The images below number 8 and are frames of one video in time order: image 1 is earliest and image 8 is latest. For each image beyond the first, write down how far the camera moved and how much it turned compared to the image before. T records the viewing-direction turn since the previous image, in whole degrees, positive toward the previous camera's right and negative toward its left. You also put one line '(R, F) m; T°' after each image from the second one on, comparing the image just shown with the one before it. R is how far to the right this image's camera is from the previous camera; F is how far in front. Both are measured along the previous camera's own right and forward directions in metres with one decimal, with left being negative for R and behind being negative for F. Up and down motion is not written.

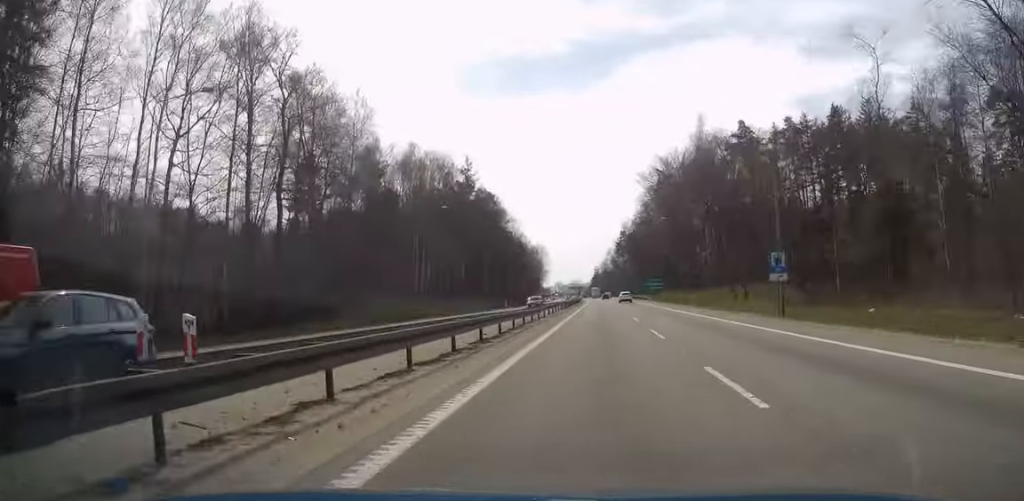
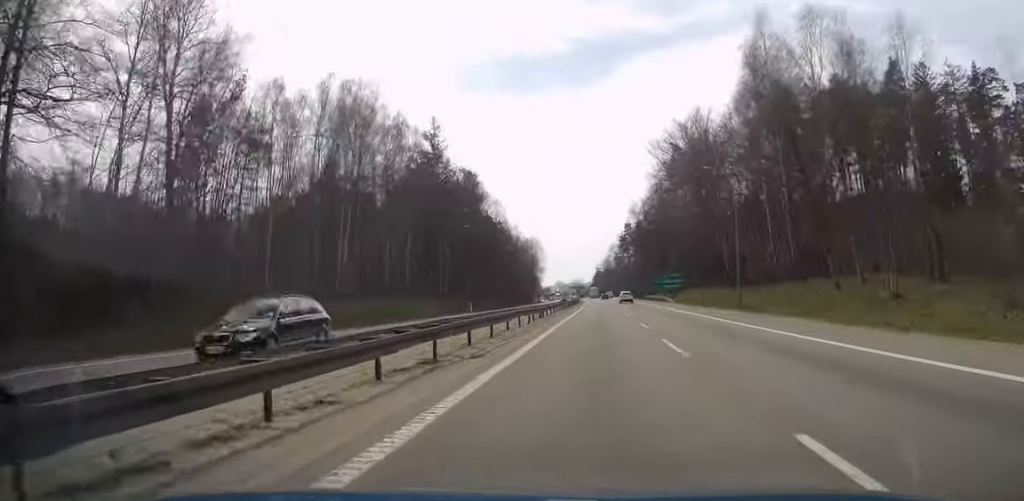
(-0.1, +29.4) m; 0°
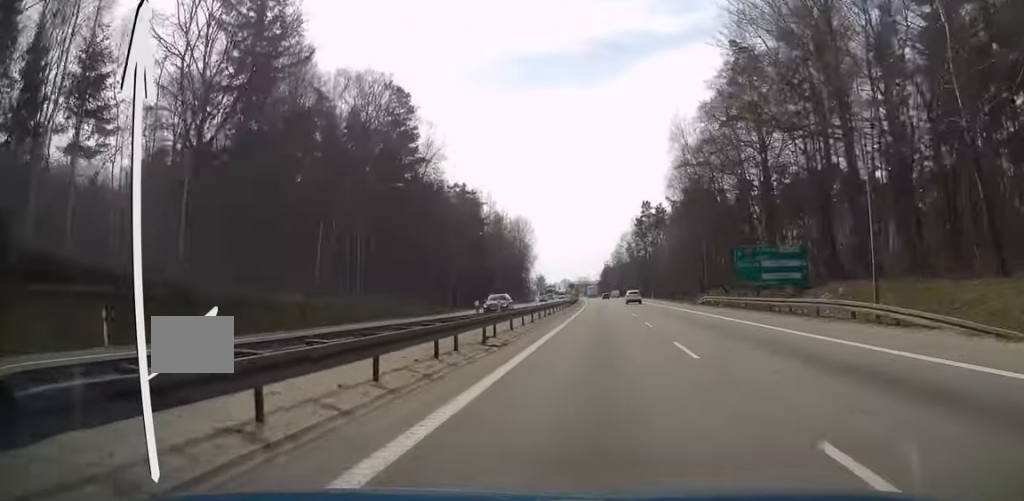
(-0.5, +60.2) m; -1°
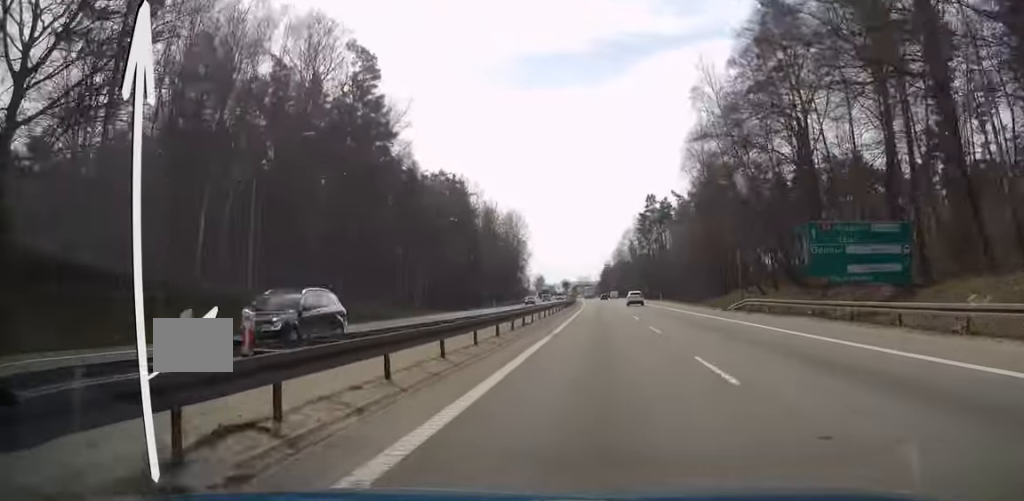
(0.0, +15.5) m; 0°
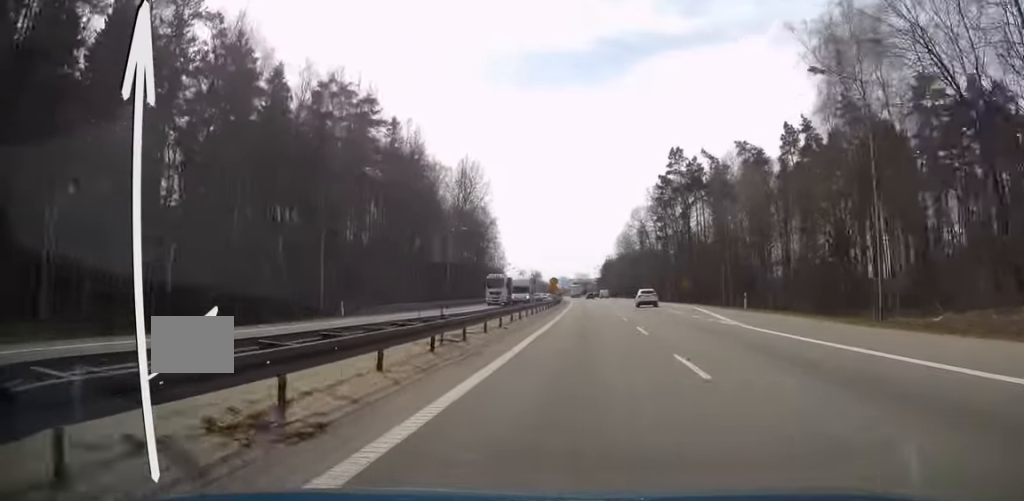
(-0.2, +59.3) m; 0°
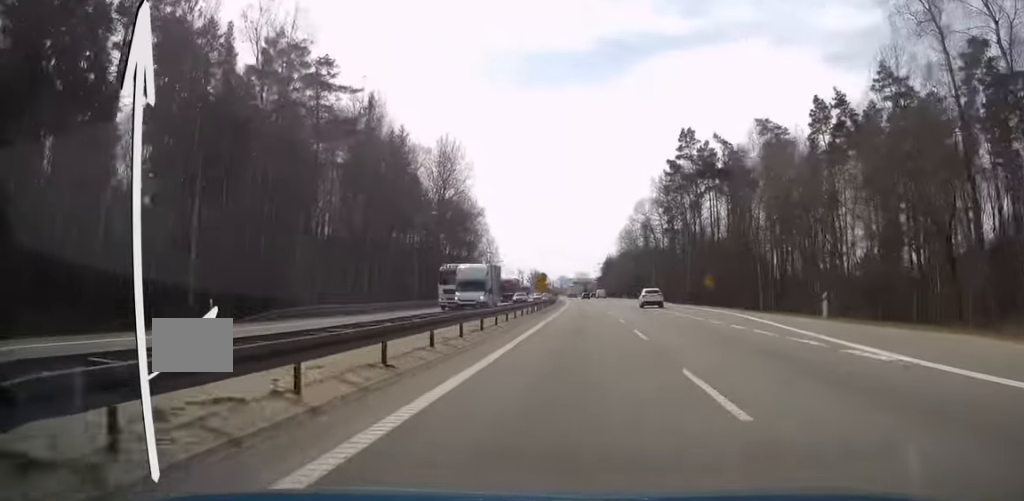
(0.0, +15.1) m; 0°
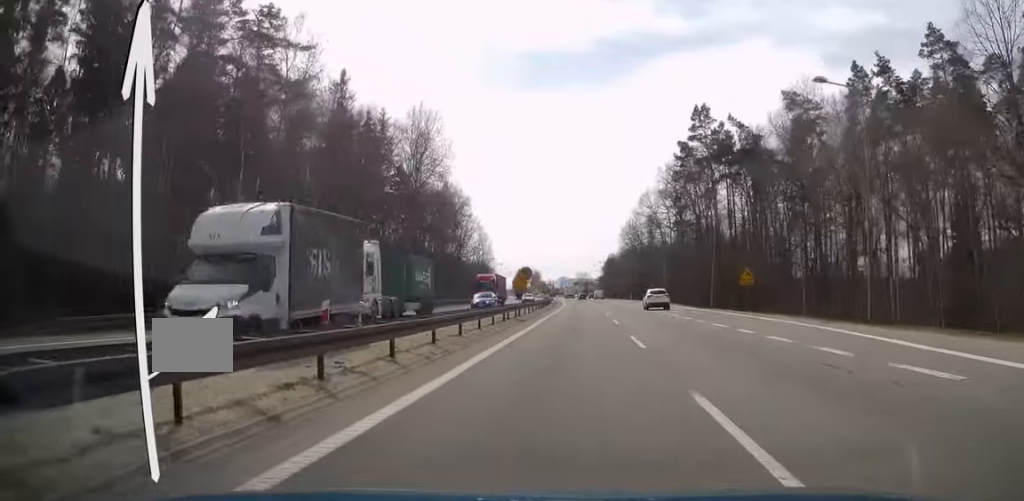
(+0.1, +14.5) m; 0°
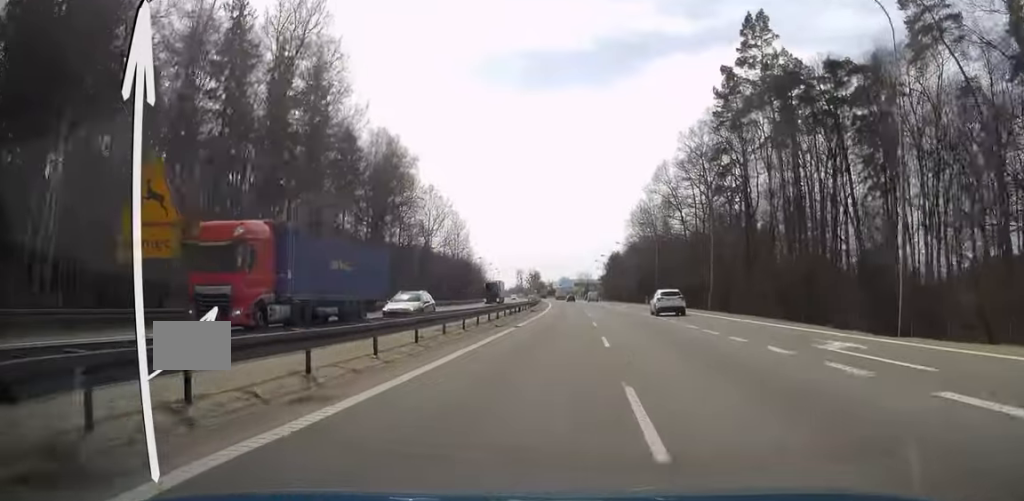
(0.0, +34.7) m; 0°
